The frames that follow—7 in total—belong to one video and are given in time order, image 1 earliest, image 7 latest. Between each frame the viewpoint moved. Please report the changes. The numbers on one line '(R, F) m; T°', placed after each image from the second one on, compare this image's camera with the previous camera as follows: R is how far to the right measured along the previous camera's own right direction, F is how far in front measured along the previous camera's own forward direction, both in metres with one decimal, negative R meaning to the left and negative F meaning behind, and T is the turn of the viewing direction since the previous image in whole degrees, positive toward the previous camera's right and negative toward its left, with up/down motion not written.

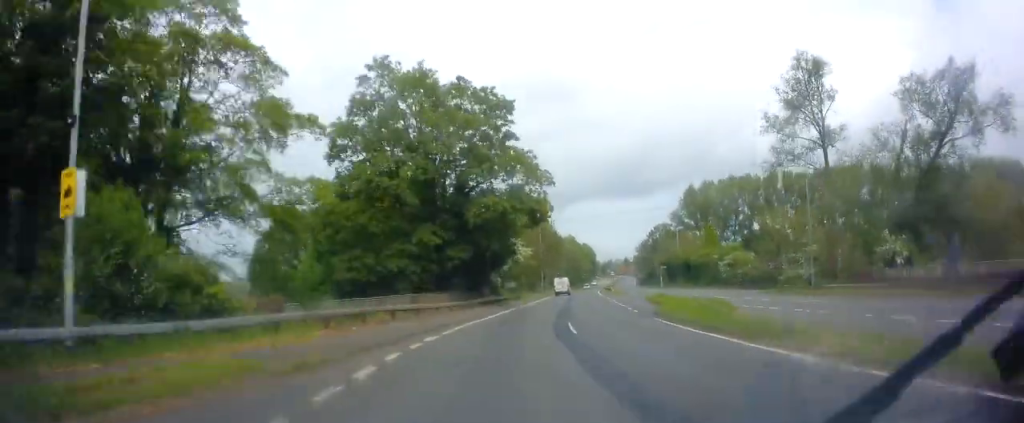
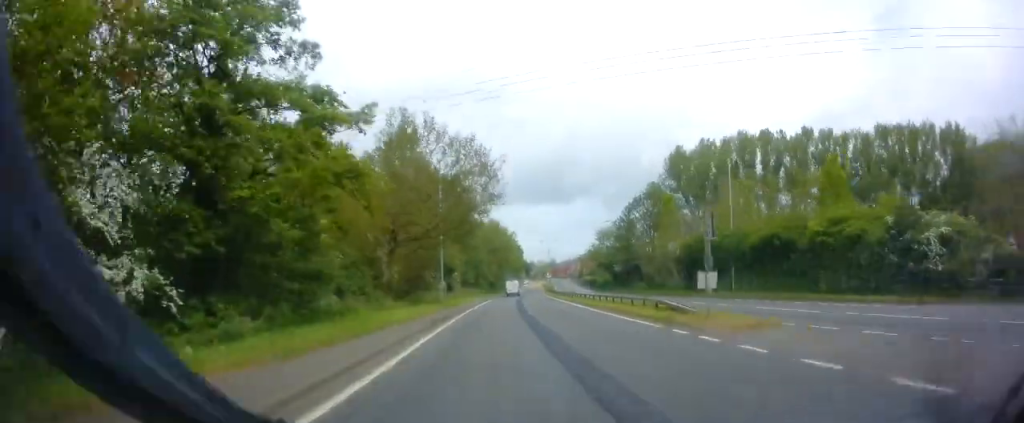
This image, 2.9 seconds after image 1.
(+5.6, +54.4) m; +9°
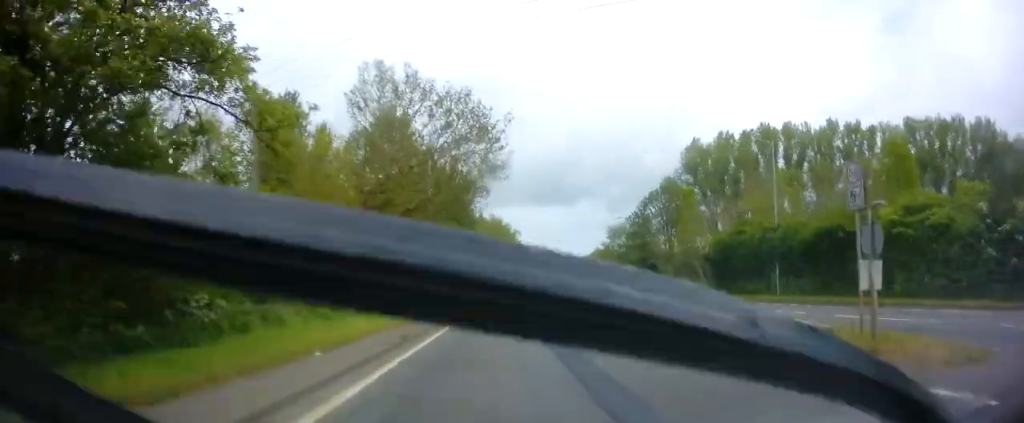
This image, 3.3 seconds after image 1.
(-0.1, +8.2) m; 0°
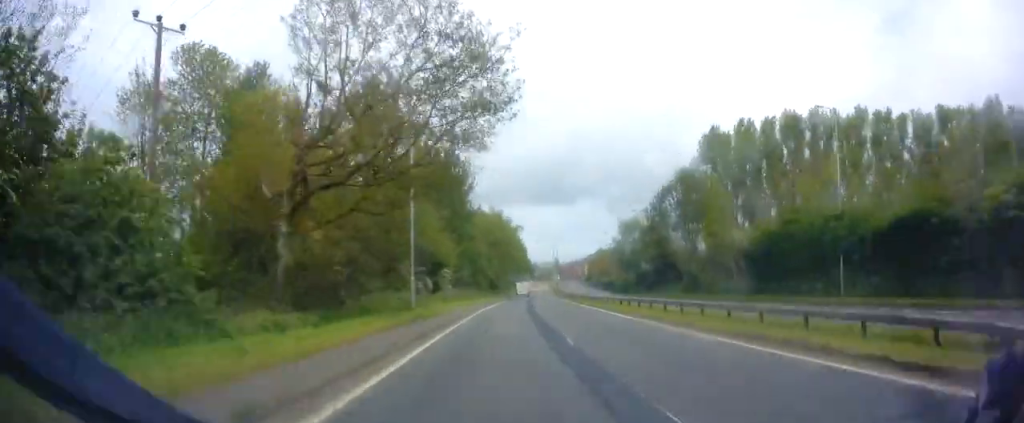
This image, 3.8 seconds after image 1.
(0.0, +8.9) m; 0°
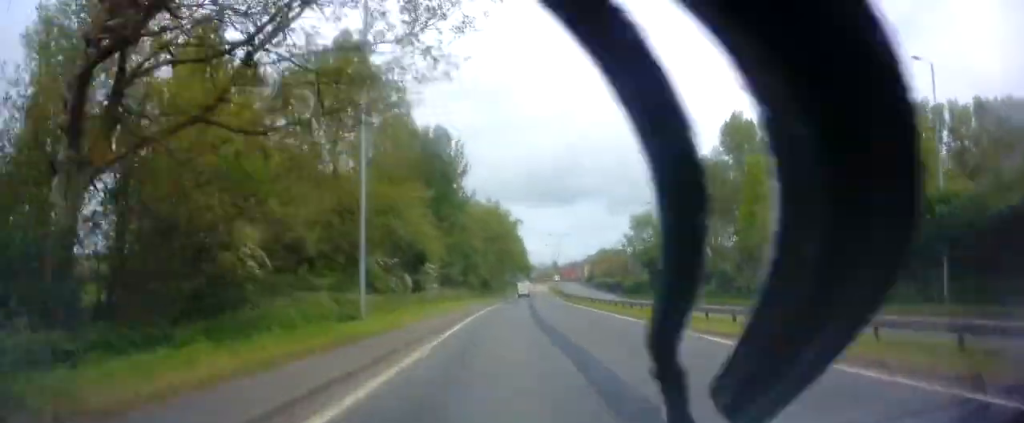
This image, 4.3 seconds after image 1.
(0.0, +10.2) m; +1°
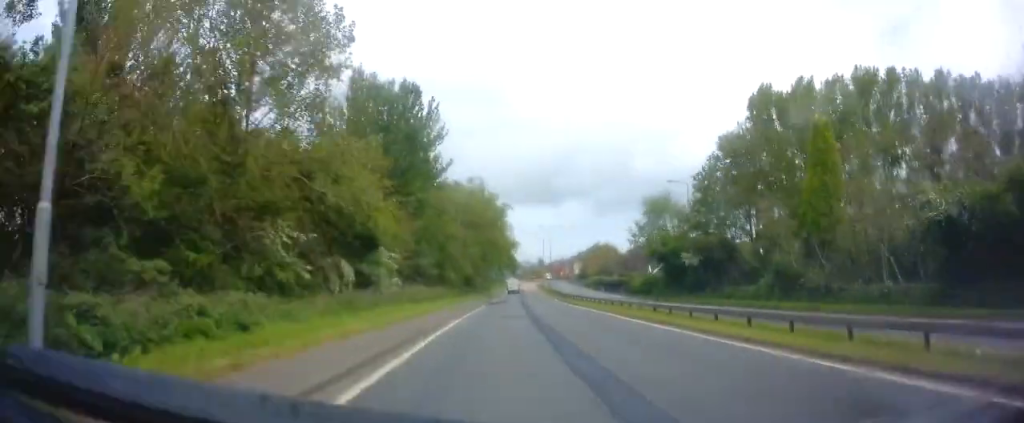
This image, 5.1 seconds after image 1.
(+0.1, +14.0) m; +1°
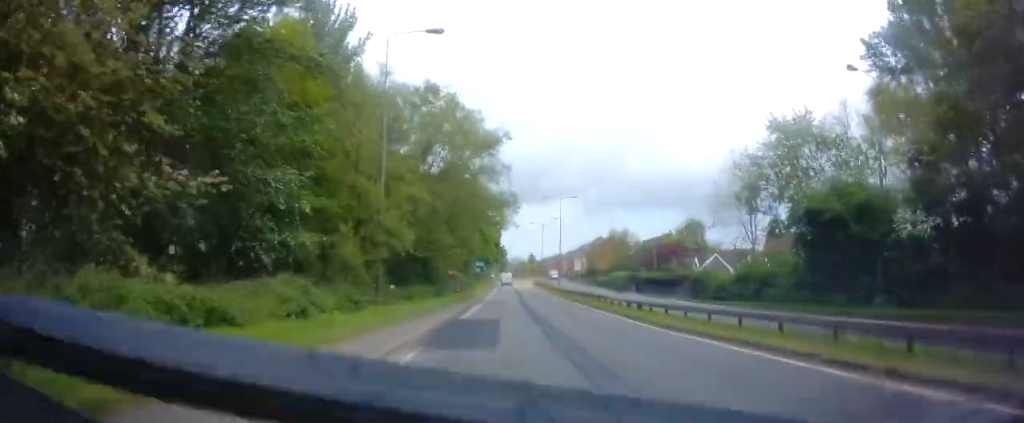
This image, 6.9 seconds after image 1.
(+0.5, +34.3) m; +2°
